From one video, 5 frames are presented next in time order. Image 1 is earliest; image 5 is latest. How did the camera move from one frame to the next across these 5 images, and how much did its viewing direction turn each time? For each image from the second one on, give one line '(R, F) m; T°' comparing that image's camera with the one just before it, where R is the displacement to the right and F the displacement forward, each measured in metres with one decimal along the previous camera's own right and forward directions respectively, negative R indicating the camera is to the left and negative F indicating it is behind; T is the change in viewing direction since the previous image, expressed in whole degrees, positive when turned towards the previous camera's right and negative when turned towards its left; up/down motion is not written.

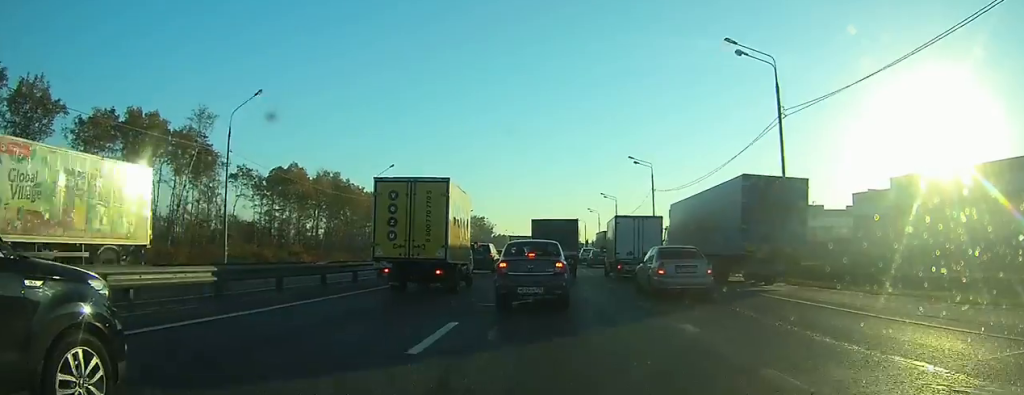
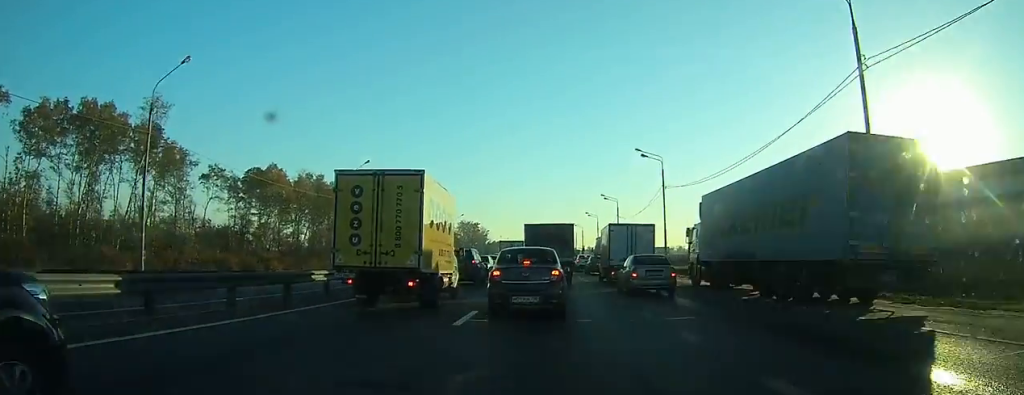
(0.0, +8.3) m; 0°
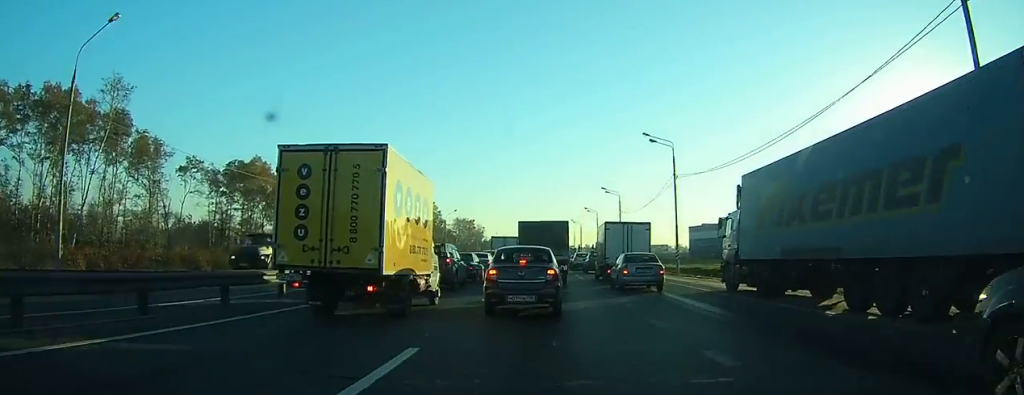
(0.0, +6.1) m; 0°
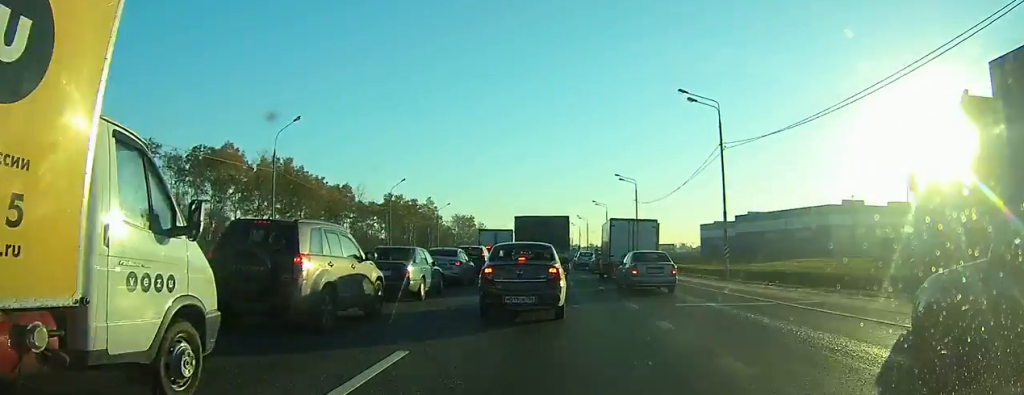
(+0.1, +11.8) m; +1°
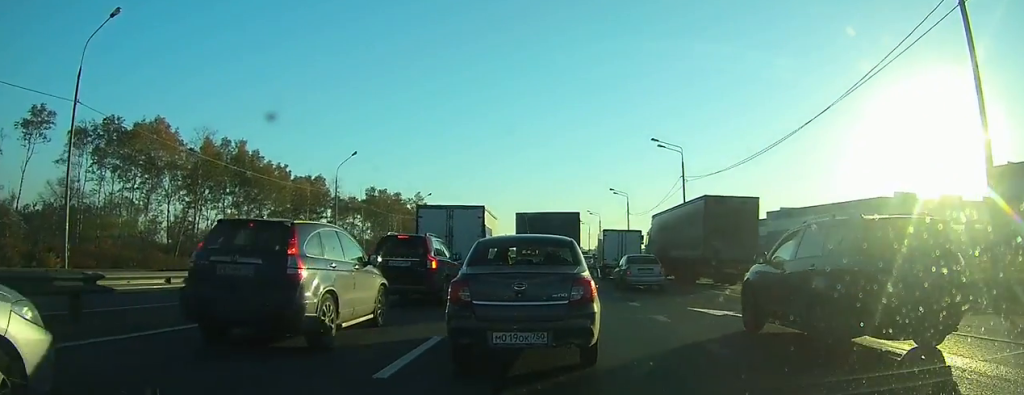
(-0.5, +22.1) m; -2°
